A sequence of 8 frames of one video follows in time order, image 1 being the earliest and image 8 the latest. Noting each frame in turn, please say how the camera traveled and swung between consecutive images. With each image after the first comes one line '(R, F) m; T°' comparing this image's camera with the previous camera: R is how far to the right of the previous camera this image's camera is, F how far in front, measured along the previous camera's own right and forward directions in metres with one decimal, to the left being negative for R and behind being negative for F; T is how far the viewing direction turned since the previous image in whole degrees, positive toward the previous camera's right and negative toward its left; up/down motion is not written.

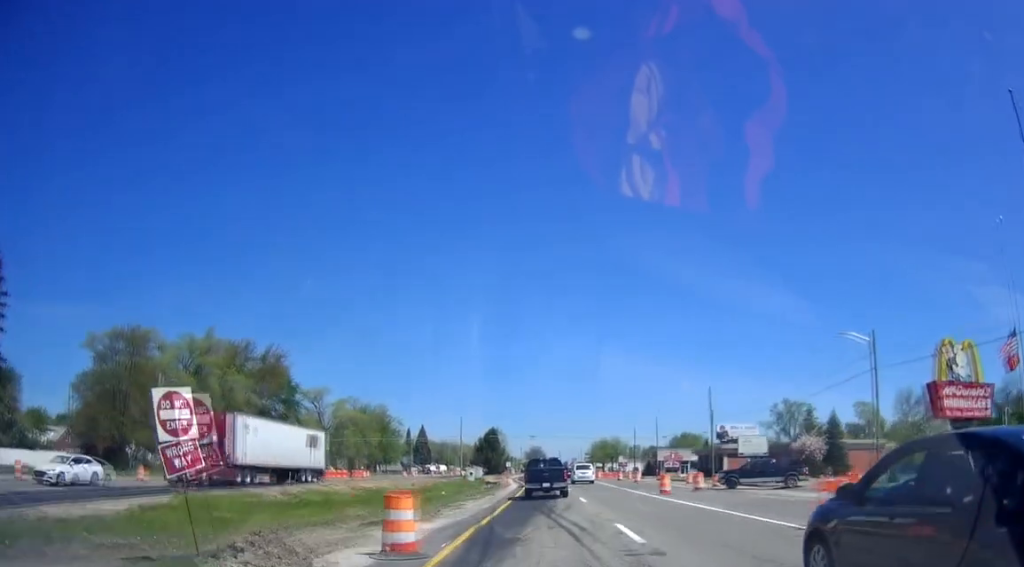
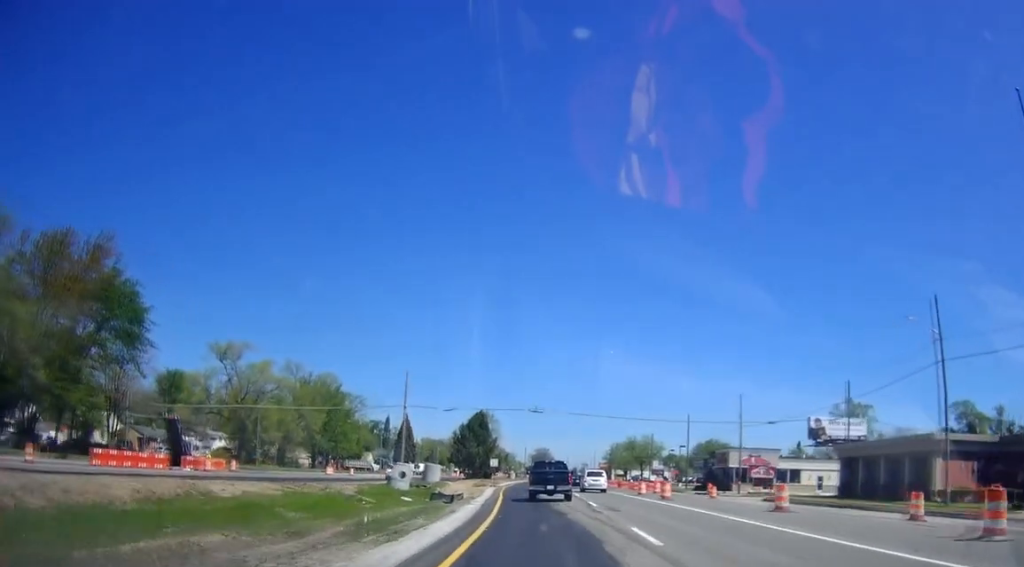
(+0.5, +46.3) m; -1°
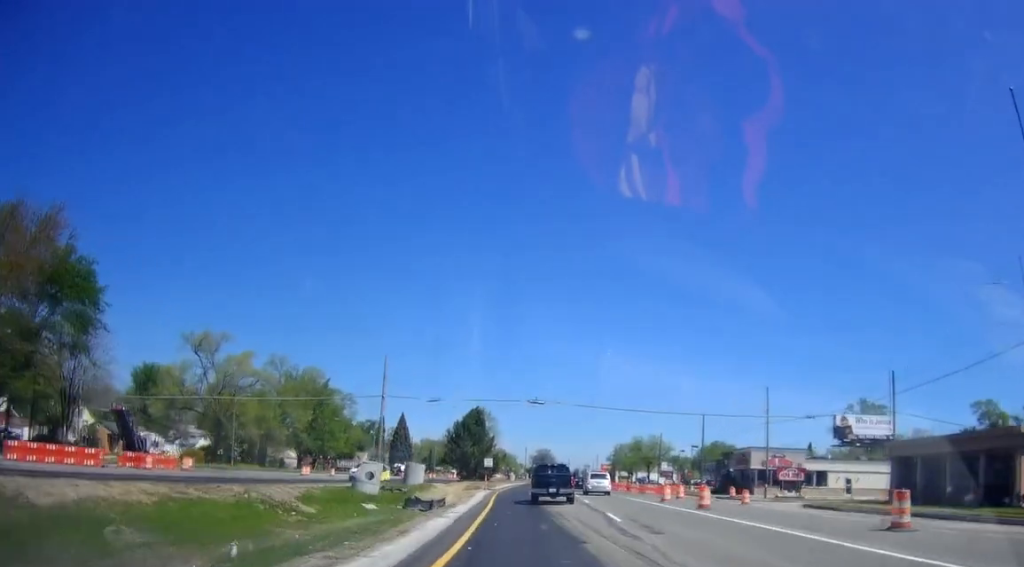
(-0.2, +8.5) m; +1°
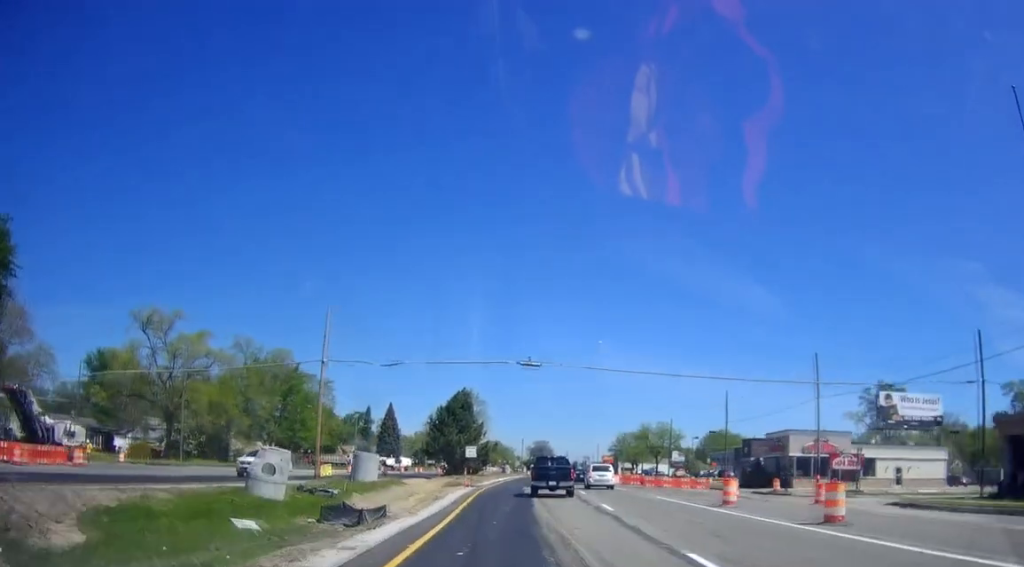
(+0.2, +13.0) m; 0°
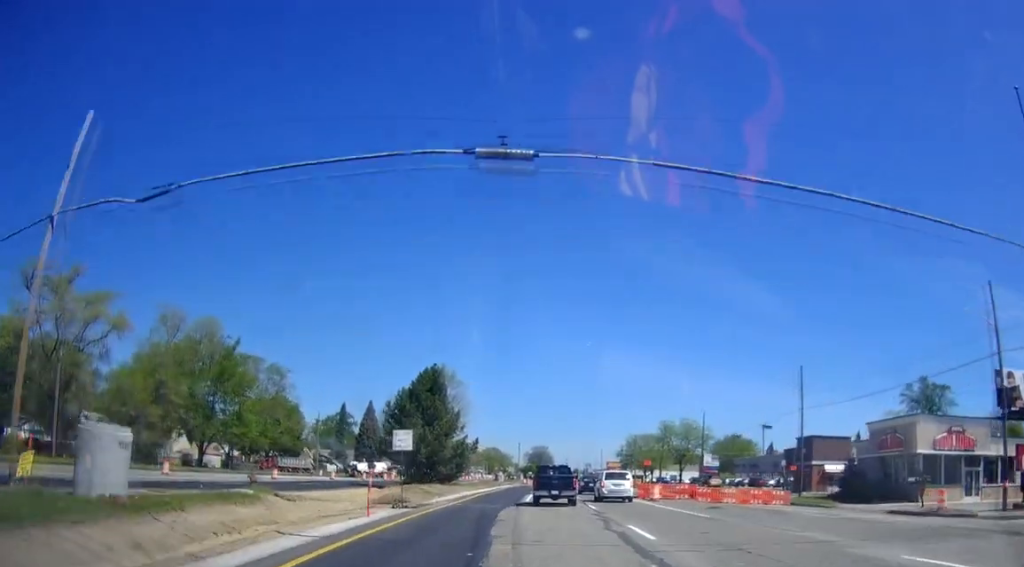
(0.0, +23.3) m; 0°
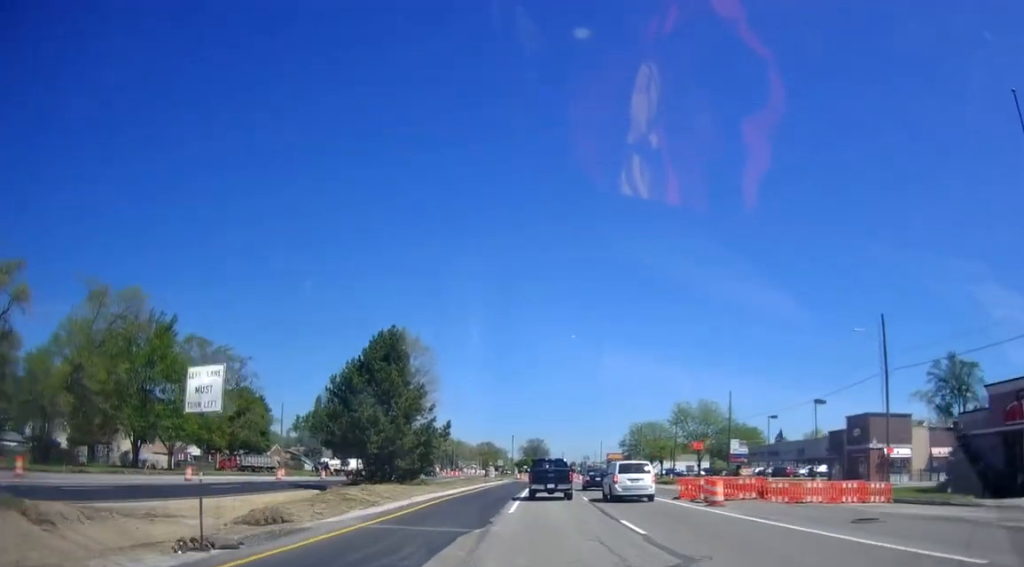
(0.0, +15.4) m; 0°
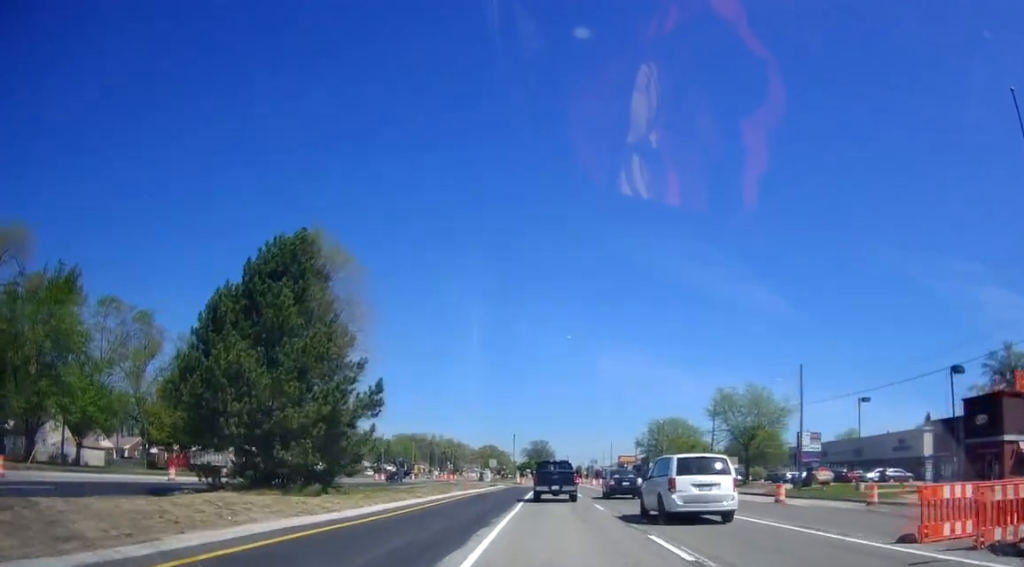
(+0.3, +20.3) m; +1°
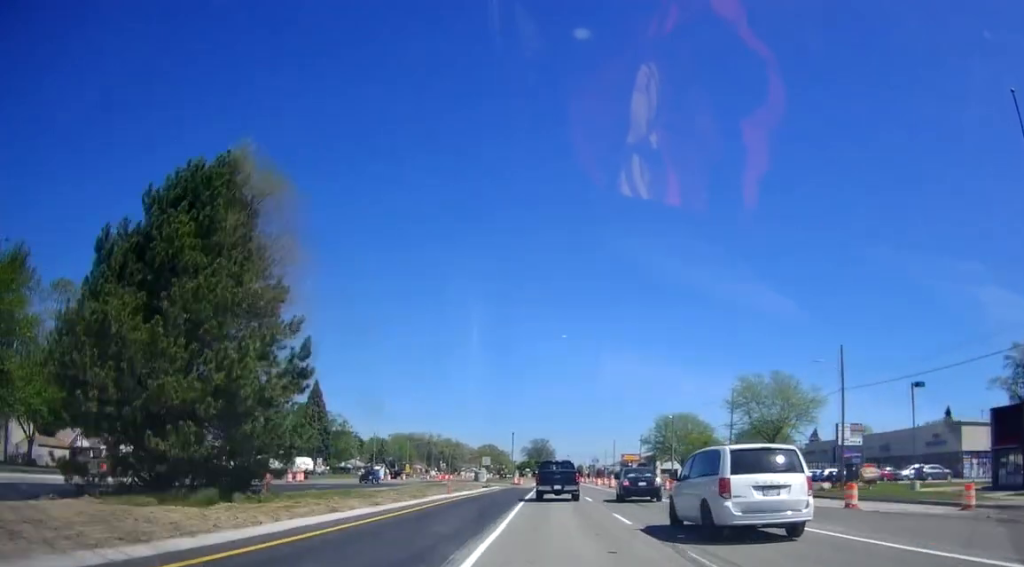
(-0.2, +8.2) m; 0°
